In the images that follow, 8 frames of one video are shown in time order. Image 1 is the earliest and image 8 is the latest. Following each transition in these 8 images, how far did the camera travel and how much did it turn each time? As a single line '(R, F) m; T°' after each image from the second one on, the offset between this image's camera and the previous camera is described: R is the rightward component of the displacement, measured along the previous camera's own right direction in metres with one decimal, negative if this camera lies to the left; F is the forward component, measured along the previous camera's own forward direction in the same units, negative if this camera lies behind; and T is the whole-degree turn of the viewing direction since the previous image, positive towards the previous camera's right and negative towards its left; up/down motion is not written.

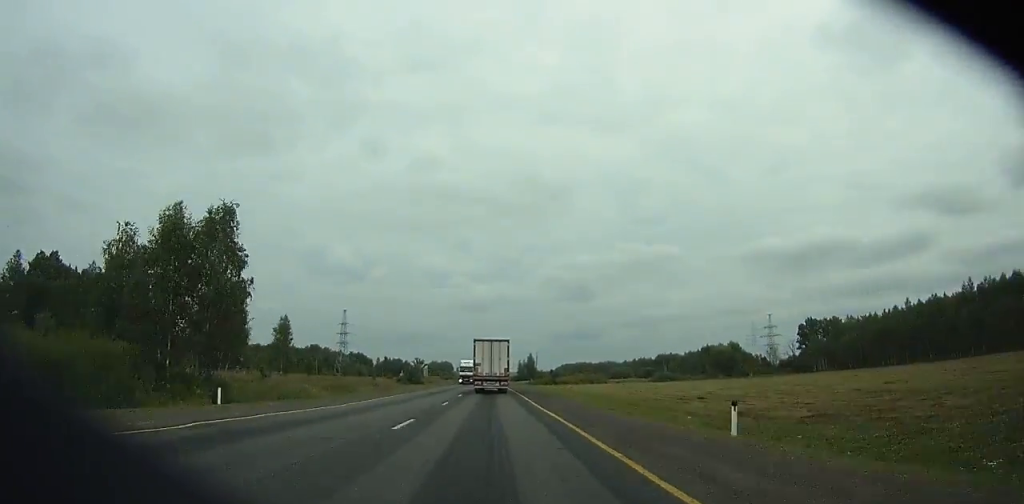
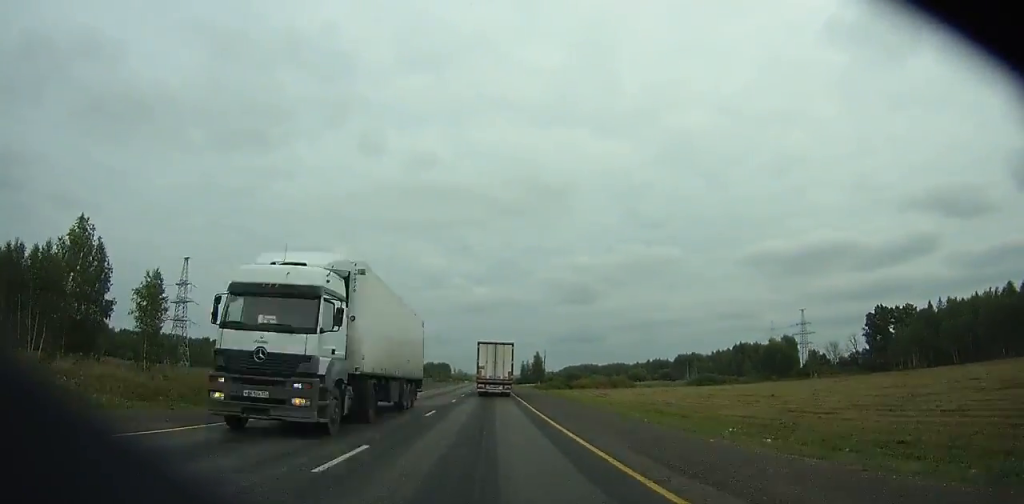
(+0.2, +42.8) m; 0°
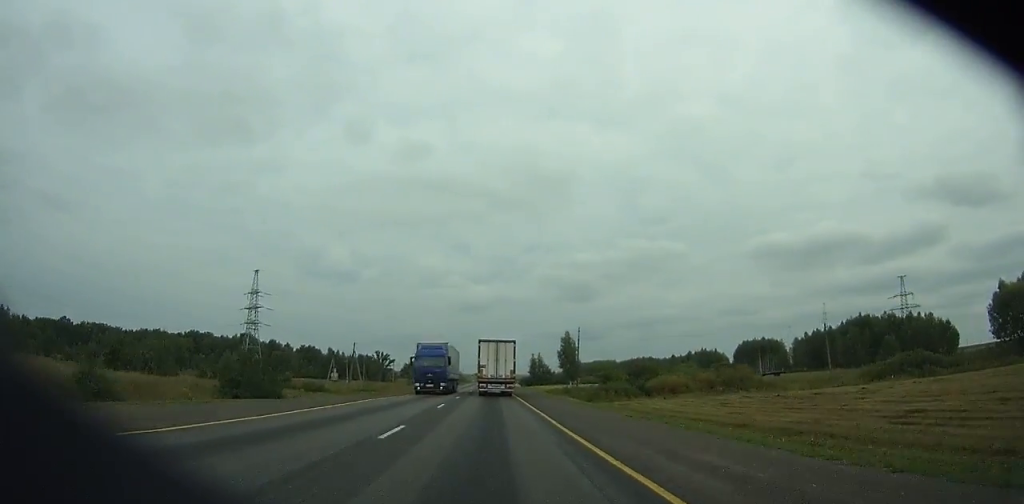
(+0.3, +91.8) m; 0°
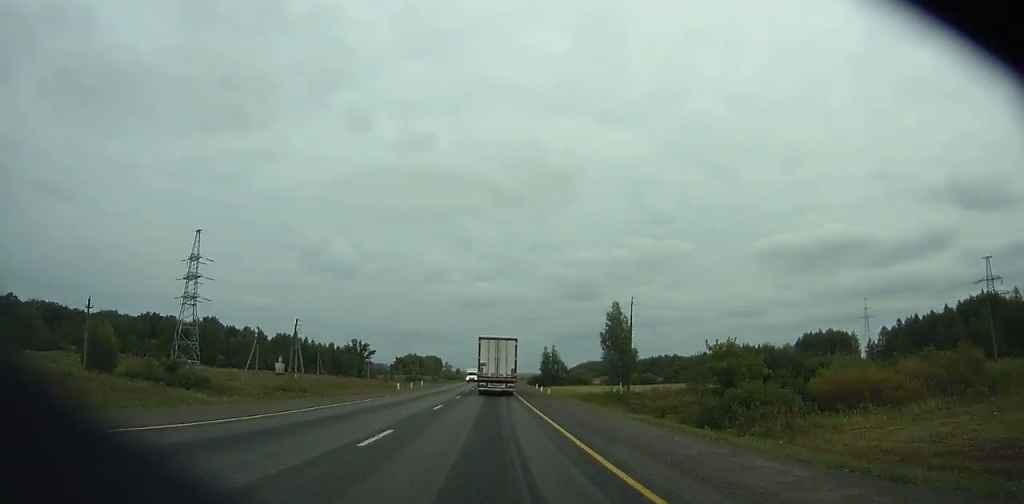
(+0.2, +49.3) m; 0°
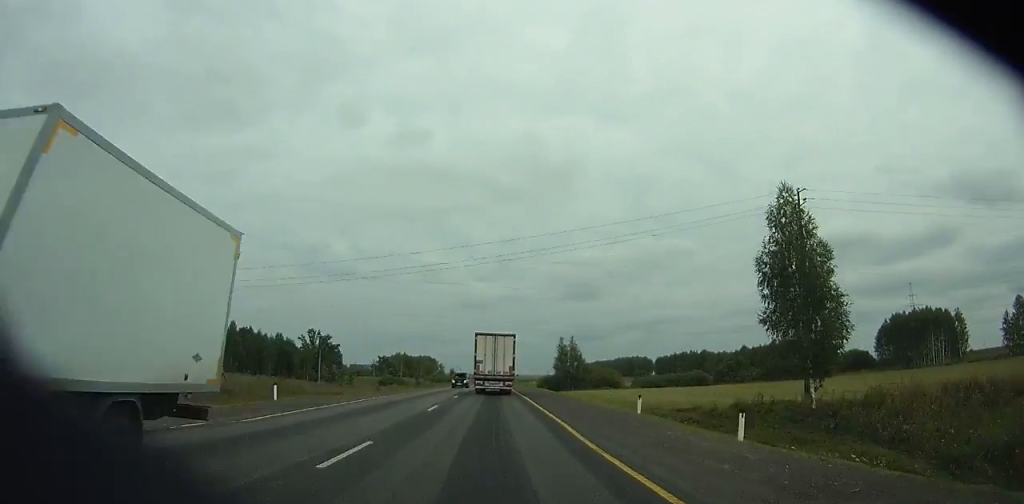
(-0.2, +51.6) m; 0°
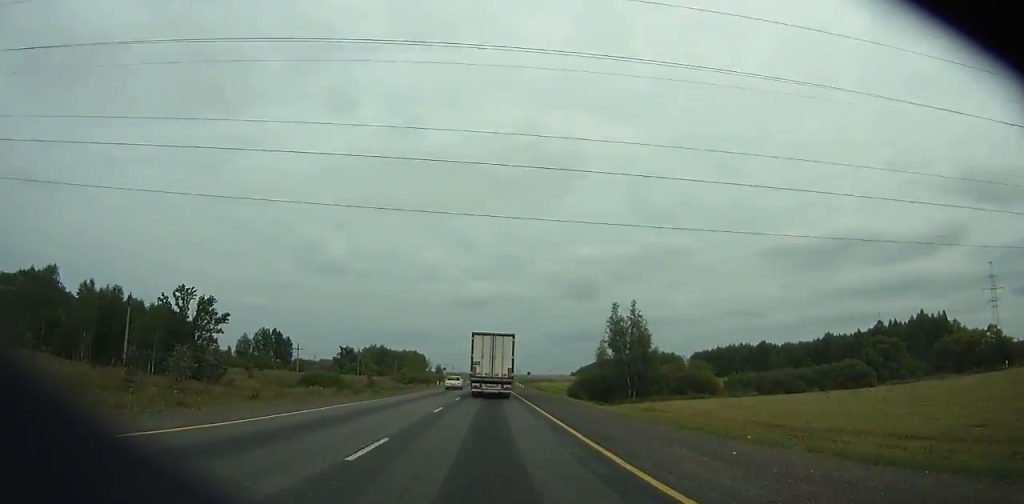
(0.0, +70.9) m; 0°
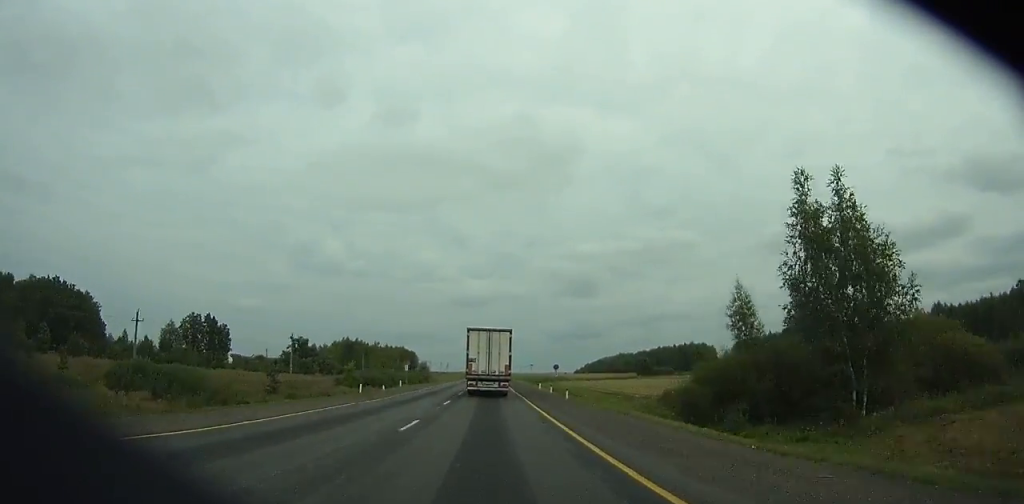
(0.0, +55.5) m; 0°
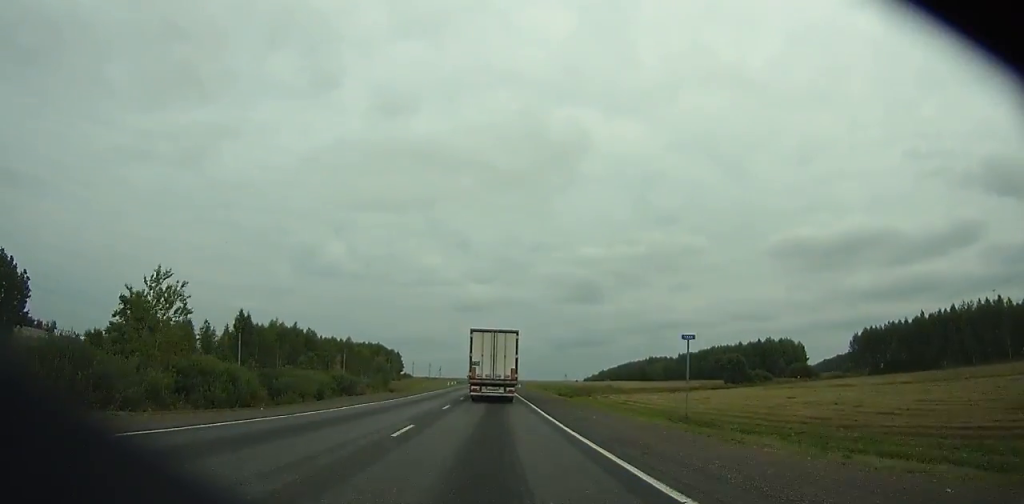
(0.0, +86.6) m; 0°
